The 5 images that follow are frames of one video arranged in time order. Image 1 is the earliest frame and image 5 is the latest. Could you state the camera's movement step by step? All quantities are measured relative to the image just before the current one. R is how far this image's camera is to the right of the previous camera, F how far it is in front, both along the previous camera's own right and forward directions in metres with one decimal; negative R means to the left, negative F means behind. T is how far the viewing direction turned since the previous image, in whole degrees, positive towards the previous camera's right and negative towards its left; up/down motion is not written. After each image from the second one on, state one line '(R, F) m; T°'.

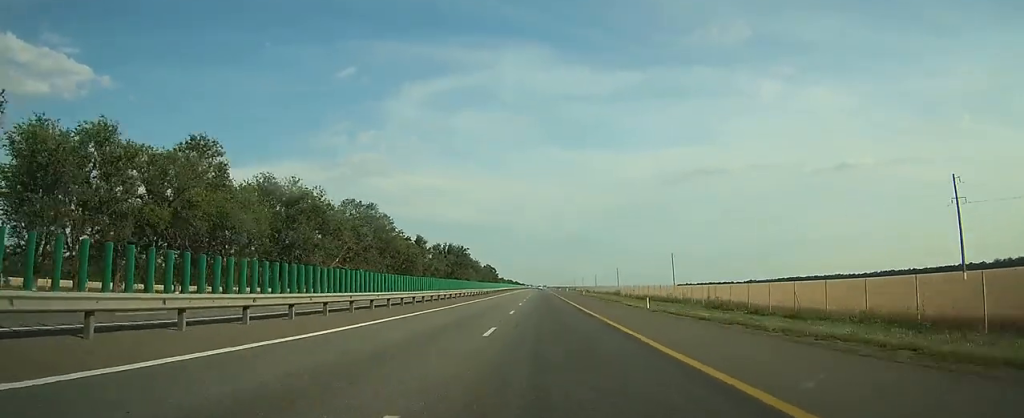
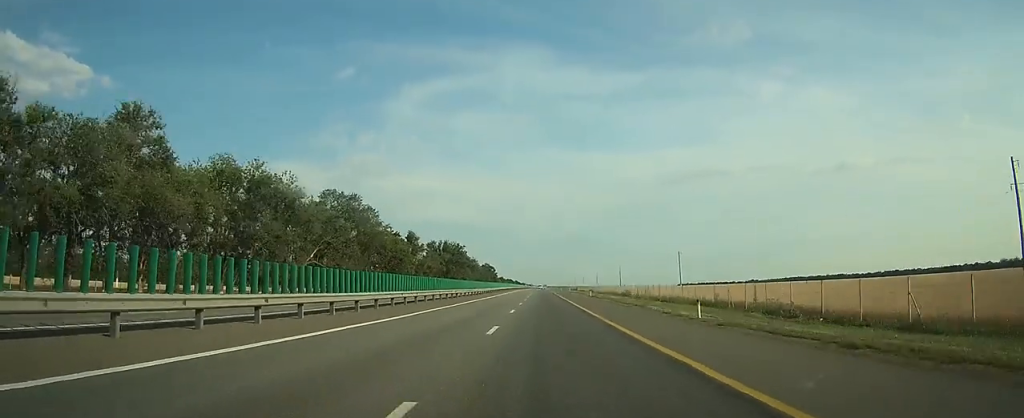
(0.0, +11.2) m; 0°
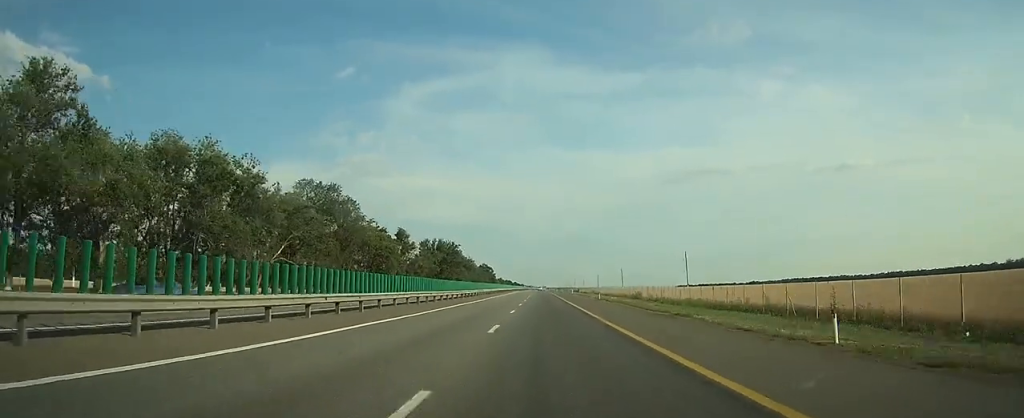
(0.0, +11.2) m; 0°
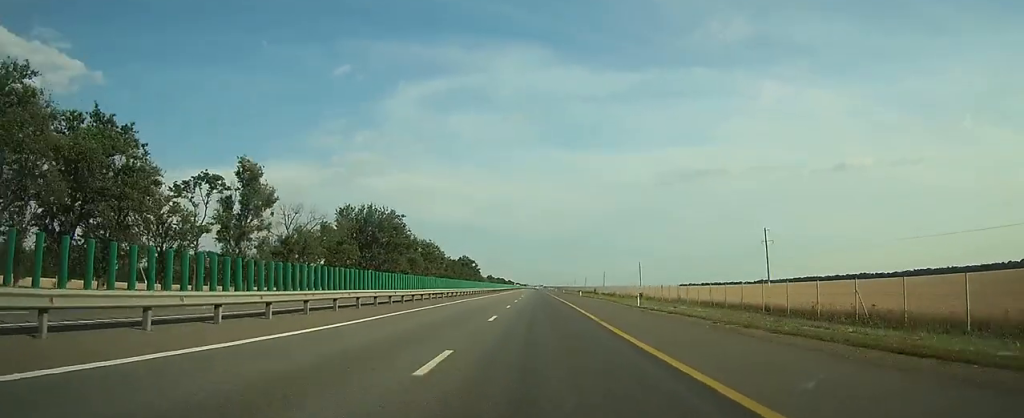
(0.0, +79.4) m; 0°
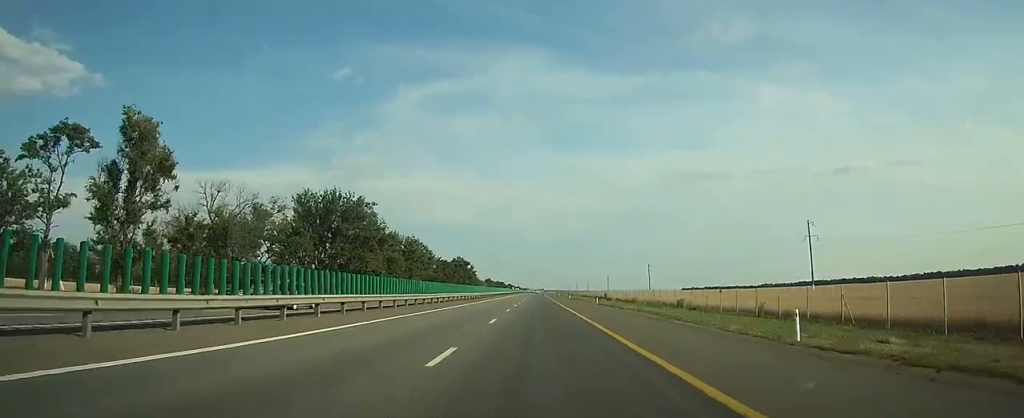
(+0.1, +22.5) m; 0°
